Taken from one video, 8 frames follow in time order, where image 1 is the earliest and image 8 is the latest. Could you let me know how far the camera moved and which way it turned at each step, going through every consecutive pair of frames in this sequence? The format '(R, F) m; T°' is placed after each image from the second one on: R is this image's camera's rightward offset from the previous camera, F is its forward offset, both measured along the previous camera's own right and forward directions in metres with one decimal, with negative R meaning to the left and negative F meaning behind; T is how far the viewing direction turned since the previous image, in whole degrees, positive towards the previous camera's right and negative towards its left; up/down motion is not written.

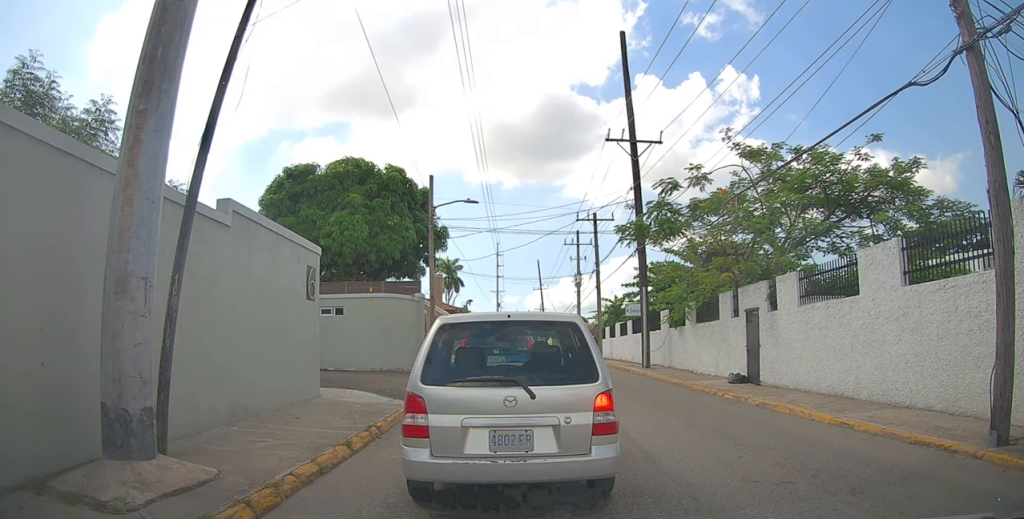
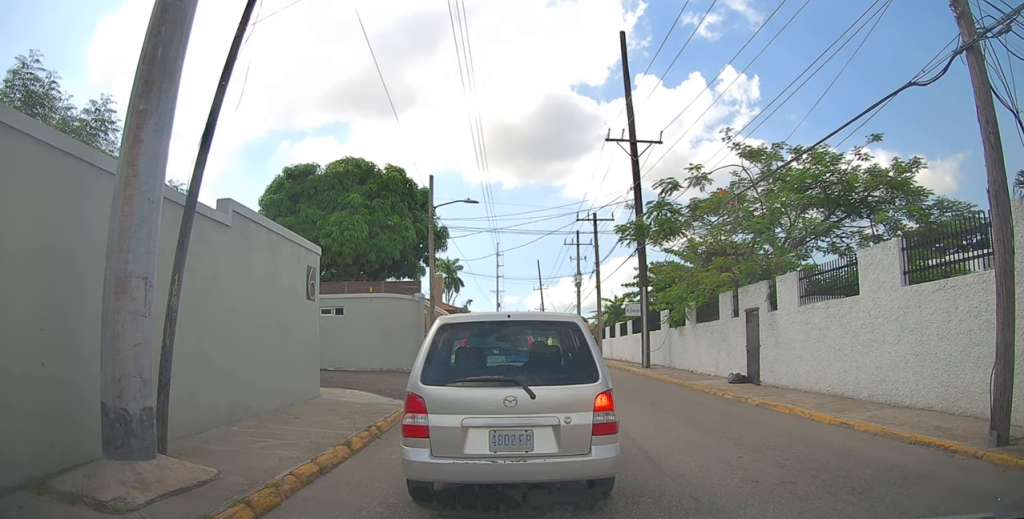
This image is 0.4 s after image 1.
(0.0, 0.0) m; 0°
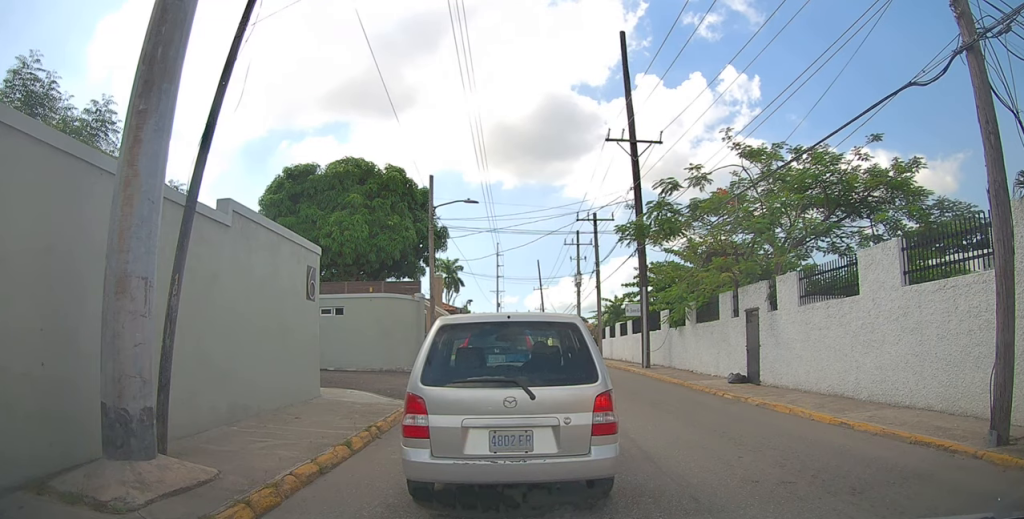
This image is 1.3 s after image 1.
(0.0, 0.0) m; 0°
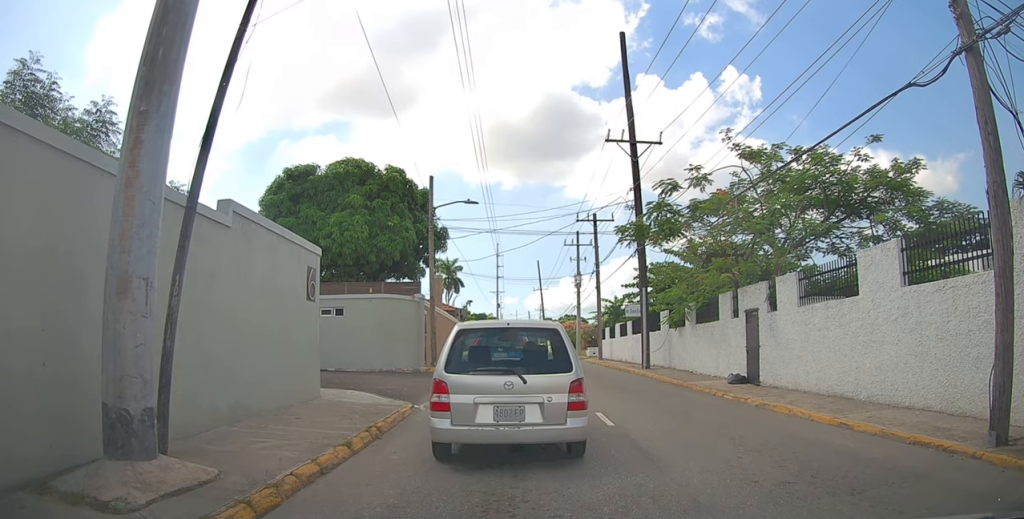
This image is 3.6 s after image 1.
(0.0, 0.0) m; 0°
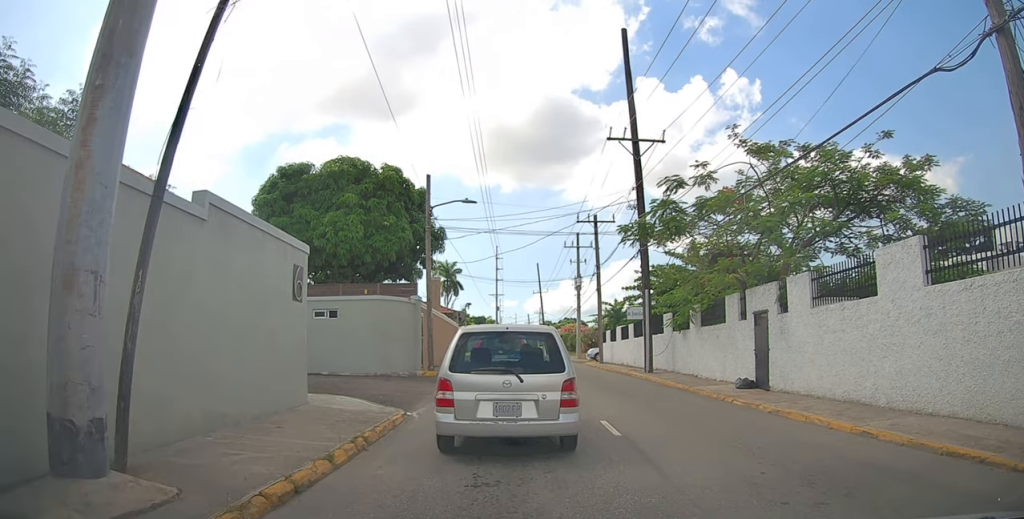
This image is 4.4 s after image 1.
(+0.1, +0.2) m; 0°
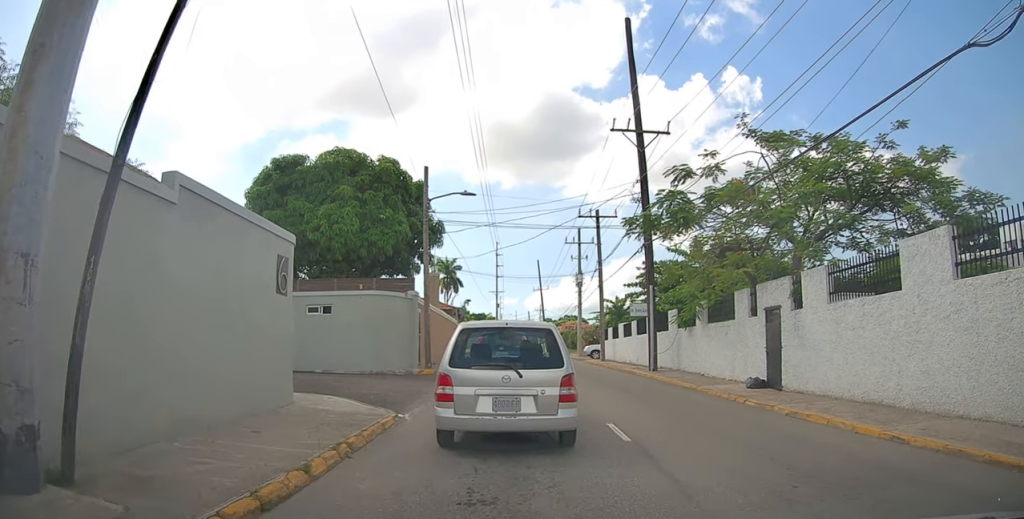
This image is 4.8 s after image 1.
(0.0, +0.2) m; 0°
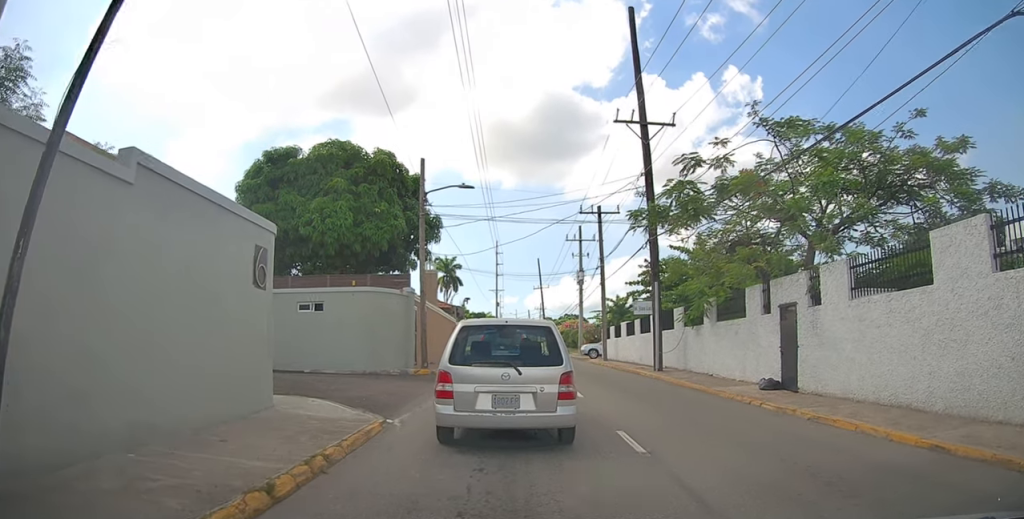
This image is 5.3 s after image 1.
(0.0, +0.3) m; 0°
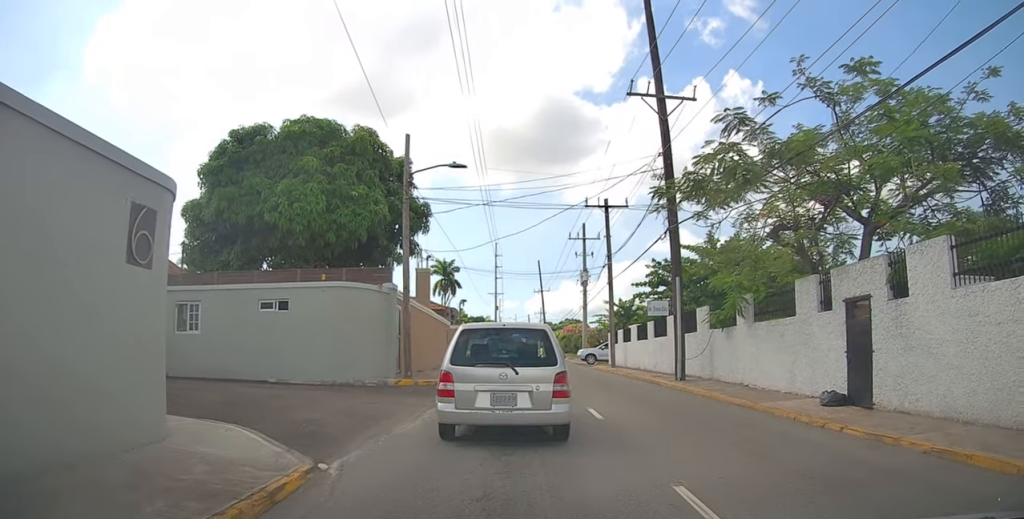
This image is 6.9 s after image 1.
(-0.2, +2.0) m; +4°
